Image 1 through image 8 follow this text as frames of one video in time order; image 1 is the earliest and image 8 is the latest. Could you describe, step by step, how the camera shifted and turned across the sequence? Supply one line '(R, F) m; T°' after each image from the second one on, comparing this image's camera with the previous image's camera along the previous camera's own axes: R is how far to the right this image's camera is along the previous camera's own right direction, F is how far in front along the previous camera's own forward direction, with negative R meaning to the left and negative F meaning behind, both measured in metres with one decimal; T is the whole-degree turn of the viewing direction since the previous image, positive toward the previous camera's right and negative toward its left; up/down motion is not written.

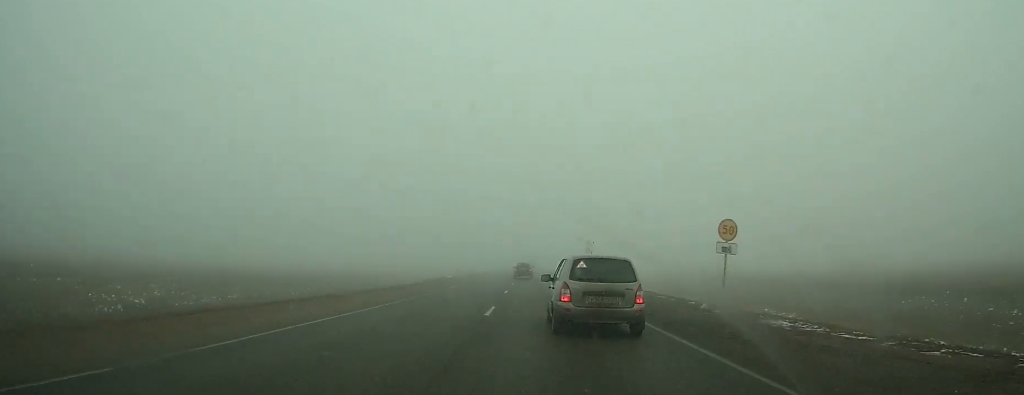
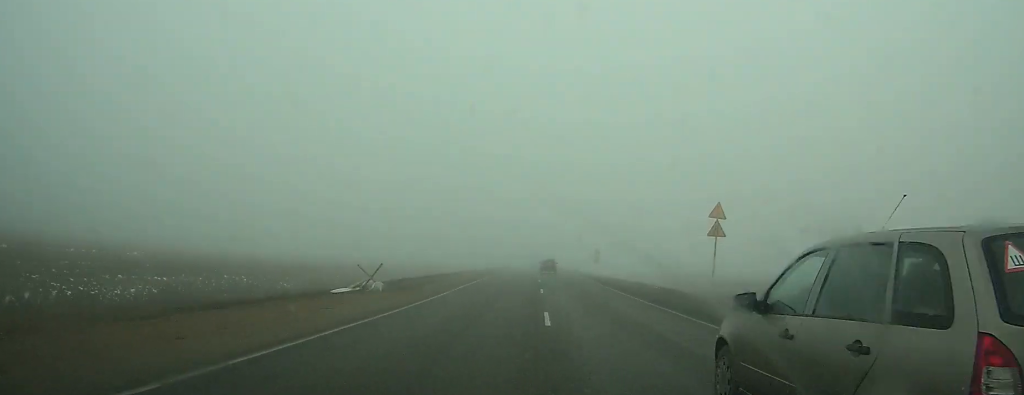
(-0.3, +39.5) m; 0°
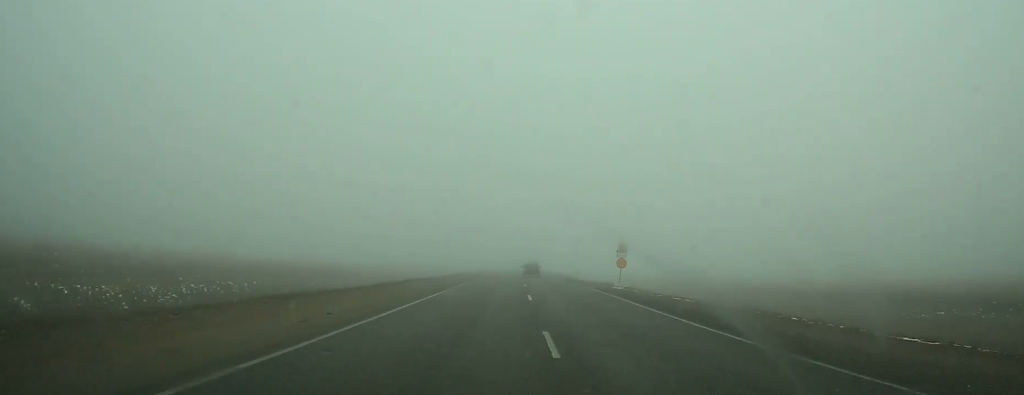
(+0.2, +27.6) m; +1°
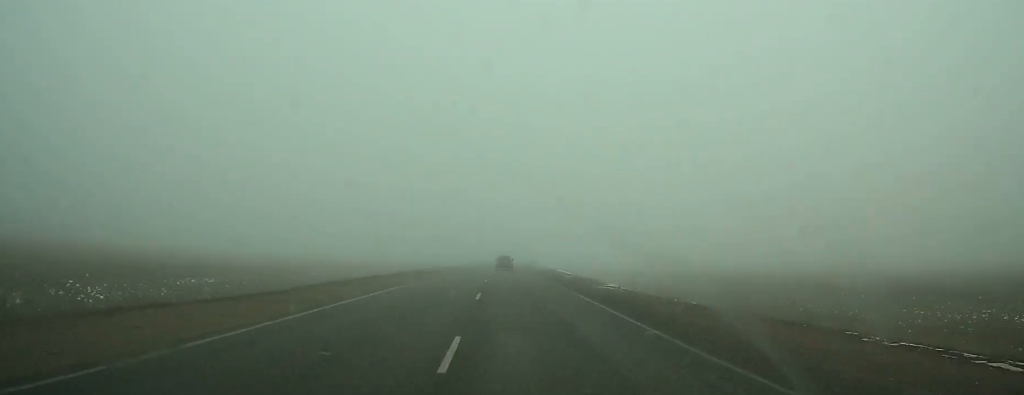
(+0.4, +38.4) m; +1°
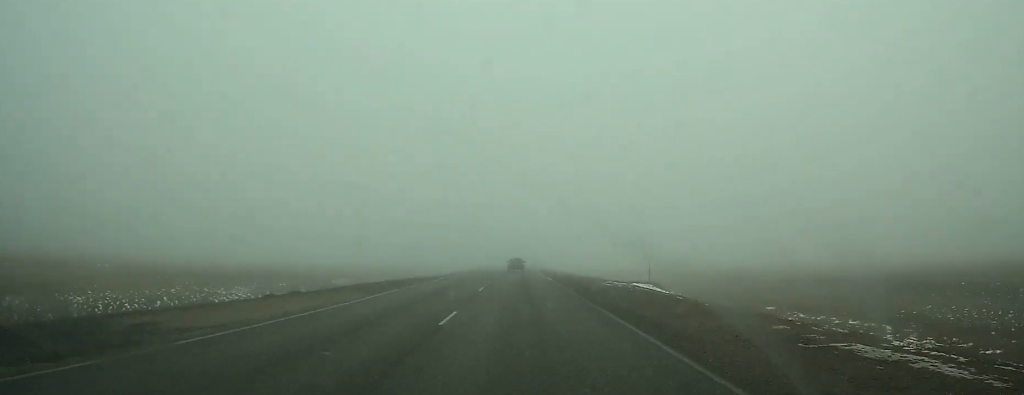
(+0.1, +46.9) m; 0°
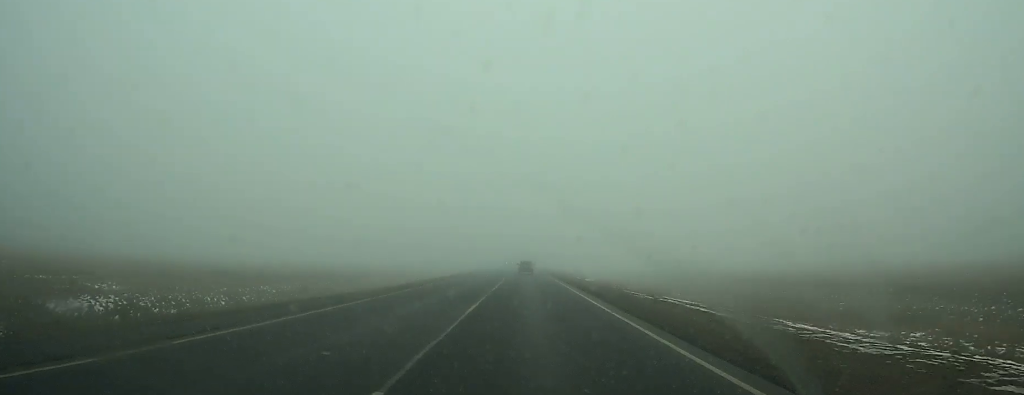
(-0.6, +53.0) m; -1°
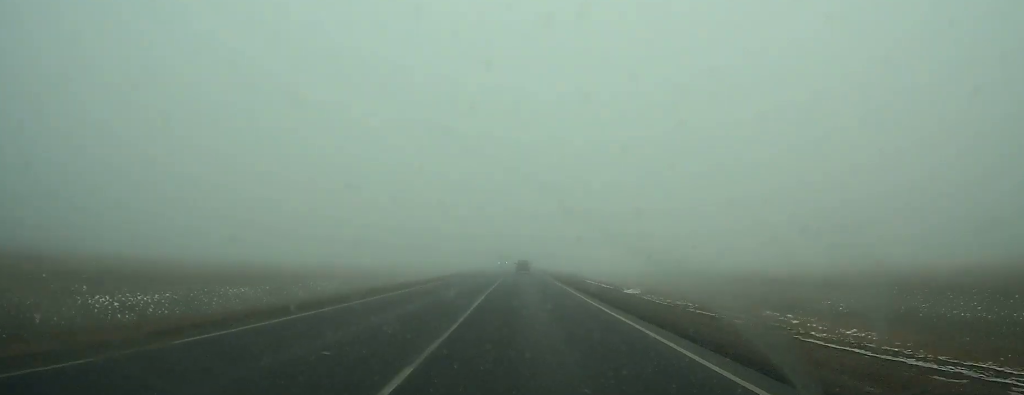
(-0.1, +24.2) m; 0°
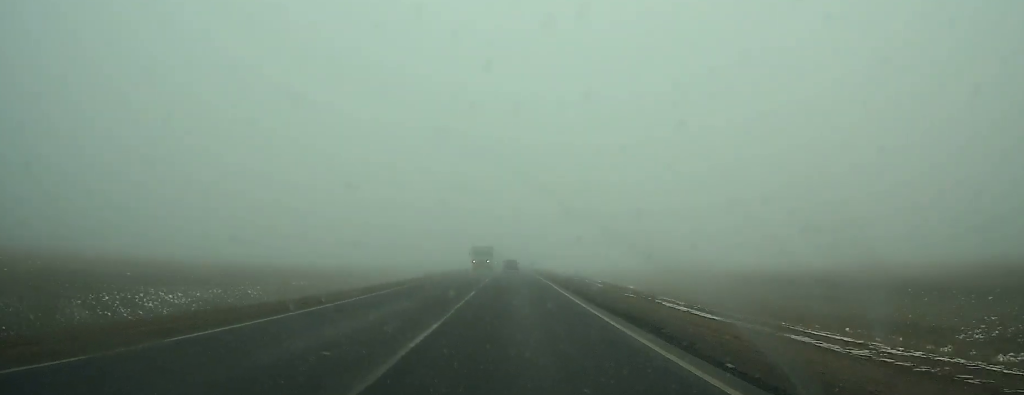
(0.0, +33.2) m; 0°
